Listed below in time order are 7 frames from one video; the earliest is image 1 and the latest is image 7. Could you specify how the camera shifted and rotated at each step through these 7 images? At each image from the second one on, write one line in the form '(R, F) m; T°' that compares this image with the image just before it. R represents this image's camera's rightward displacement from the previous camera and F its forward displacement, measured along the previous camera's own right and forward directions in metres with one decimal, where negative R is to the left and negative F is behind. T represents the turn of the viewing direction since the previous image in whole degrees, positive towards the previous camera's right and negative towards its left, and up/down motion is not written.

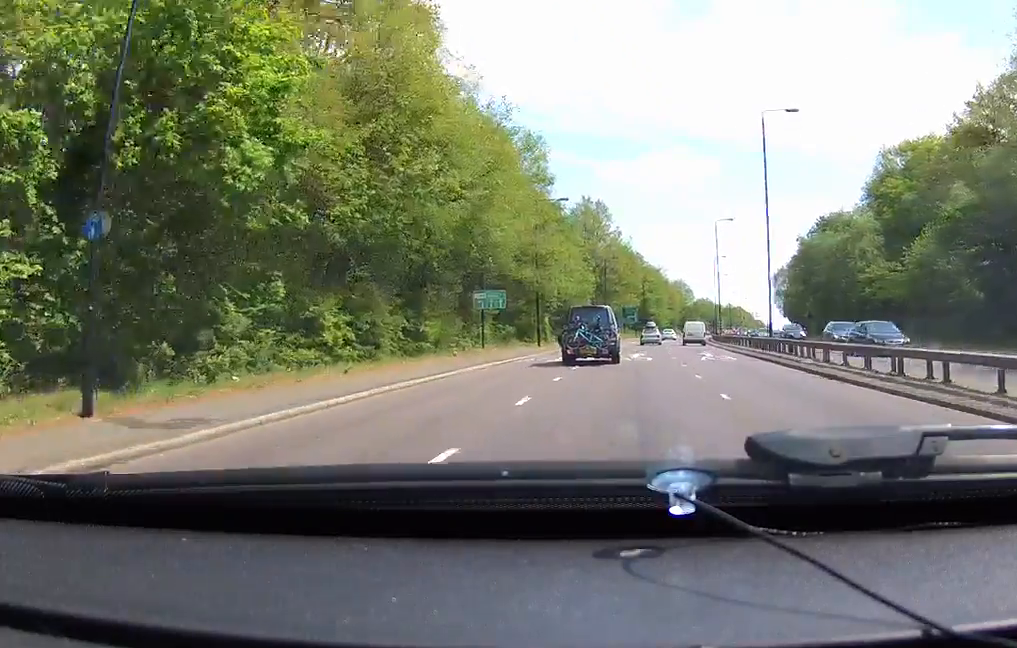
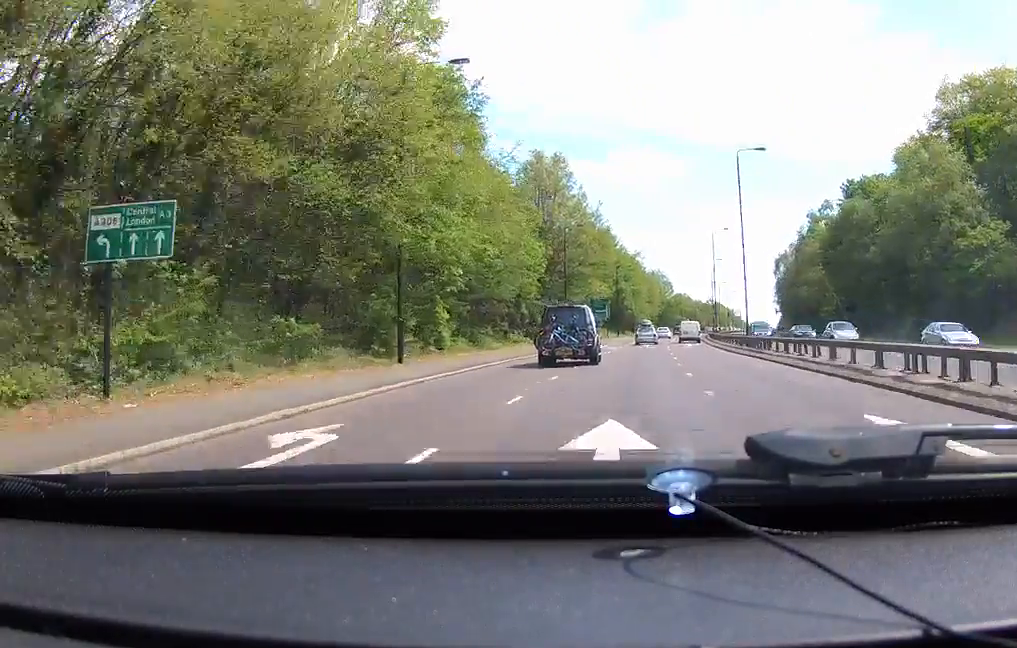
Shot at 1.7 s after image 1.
(-0.1, +28.9) m; 0°
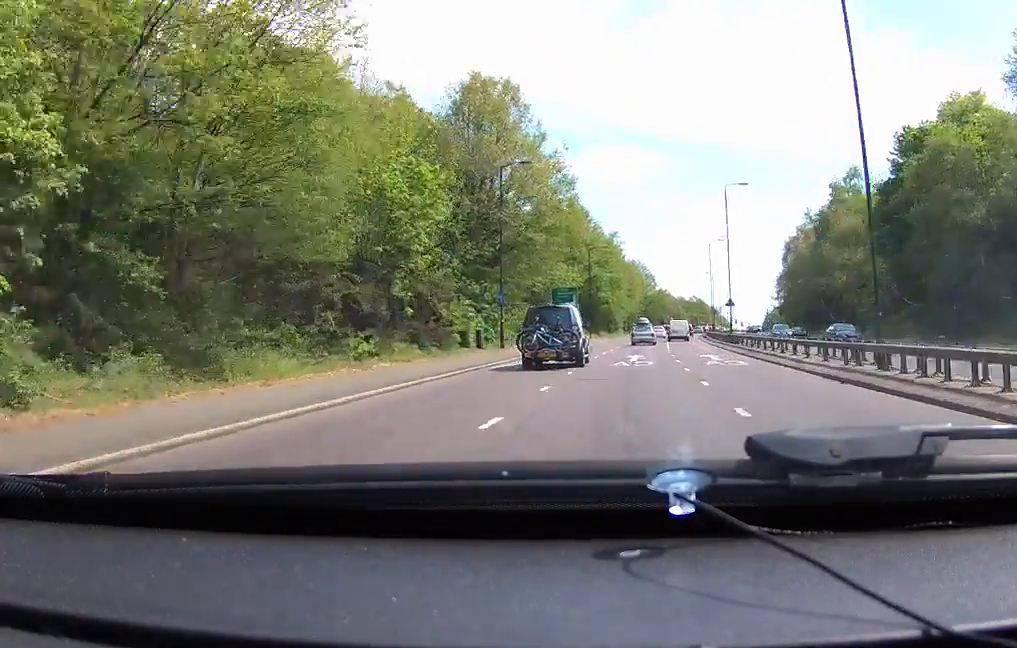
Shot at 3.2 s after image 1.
(-0.1, +26.1) m; 0°
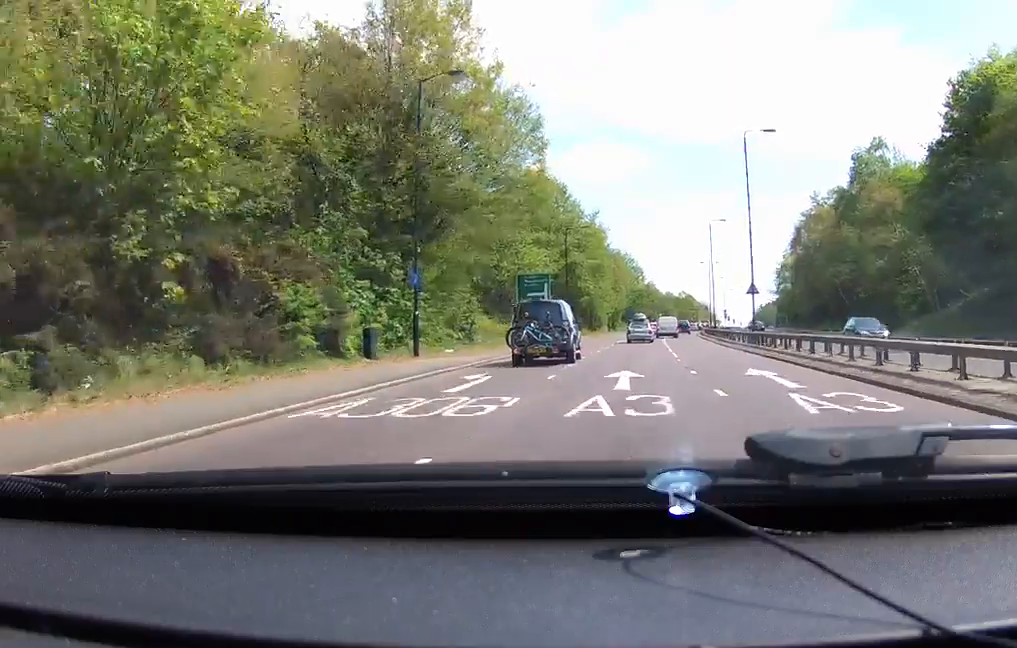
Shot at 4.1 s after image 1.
(0.0, +15.4) m; 0°
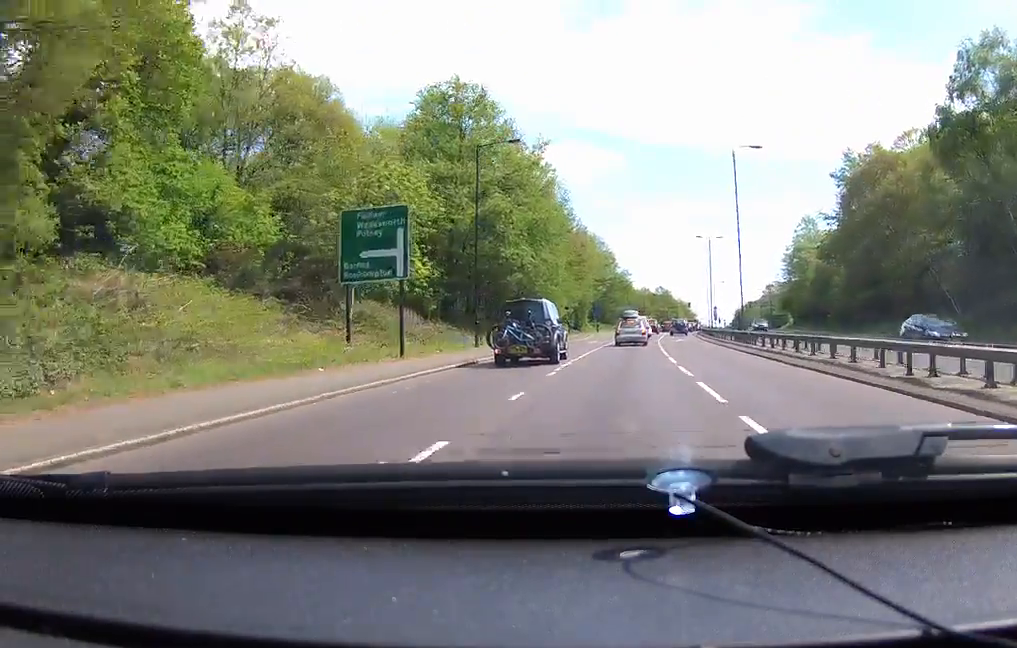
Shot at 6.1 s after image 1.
(+2.1, +34.5) m; +8°
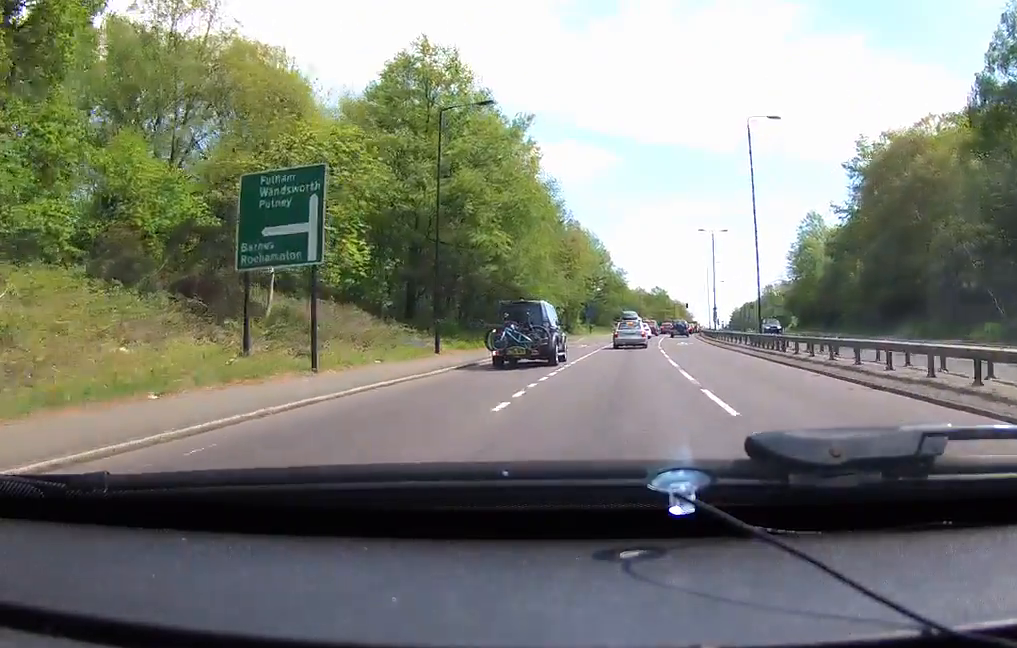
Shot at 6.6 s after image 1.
(0.0, +7.5) m; 0°
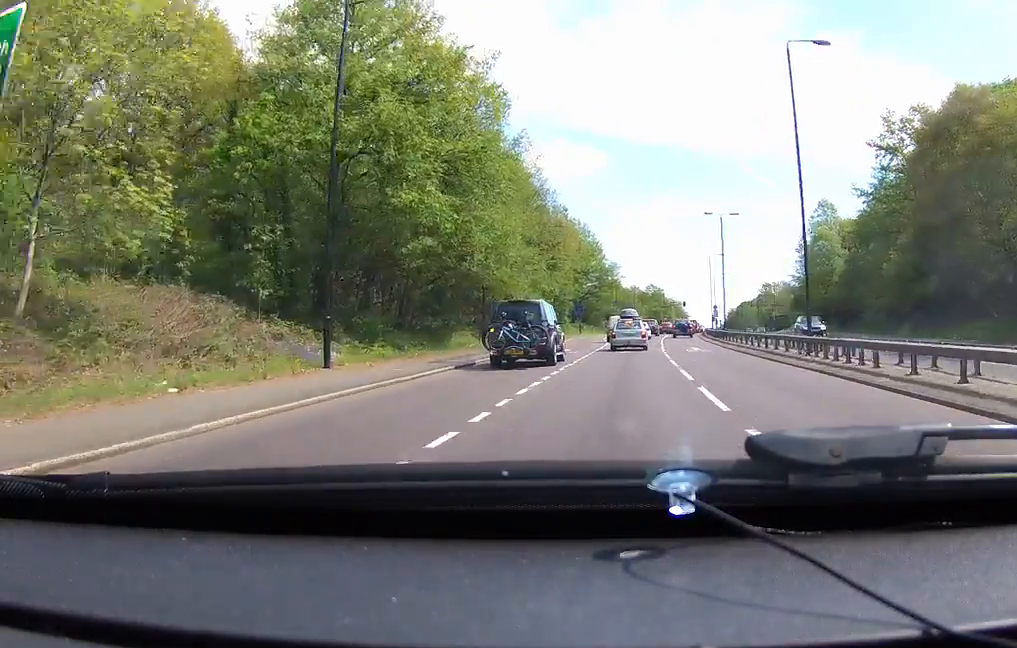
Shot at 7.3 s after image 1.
(0.0, +11.7) m; -1°
